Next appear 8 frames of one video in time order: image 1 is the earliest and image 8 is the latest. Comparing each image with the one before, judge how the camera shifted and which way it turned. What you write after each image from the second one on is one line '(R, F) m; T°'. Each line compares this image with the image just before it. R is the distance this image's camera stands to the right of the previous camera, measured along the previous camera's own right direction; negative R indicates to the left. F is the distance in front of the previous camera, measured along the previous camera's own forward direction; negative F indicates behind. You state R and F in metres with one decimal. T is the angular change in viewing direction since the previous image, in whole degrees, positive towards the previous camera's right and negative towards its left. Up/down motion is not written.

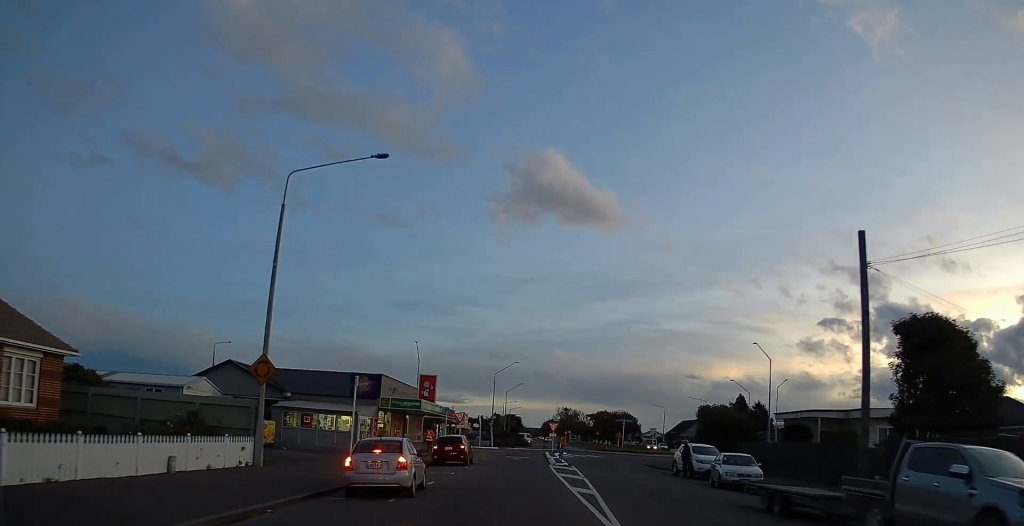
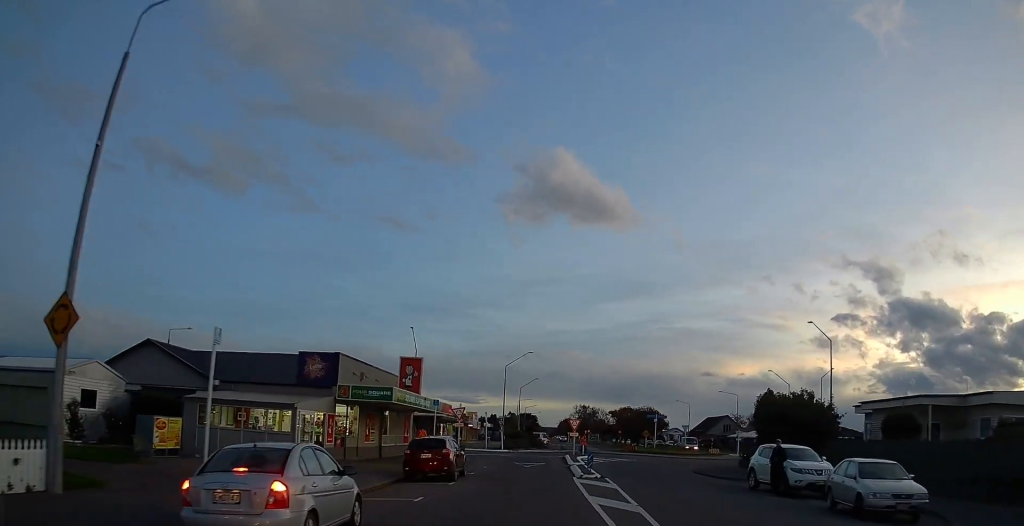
(+0.1, +10.7) m; +1°
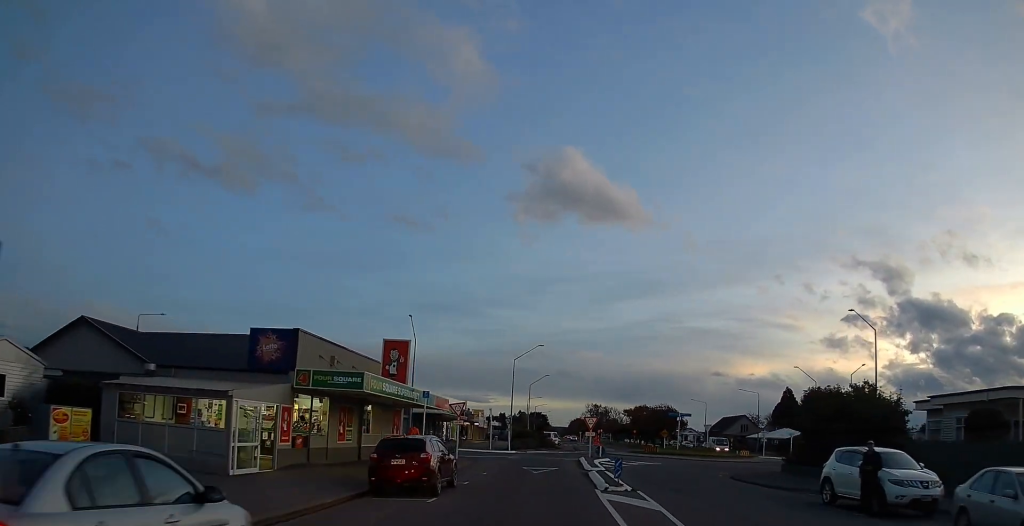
(+0.2, +6.0) m; 0°
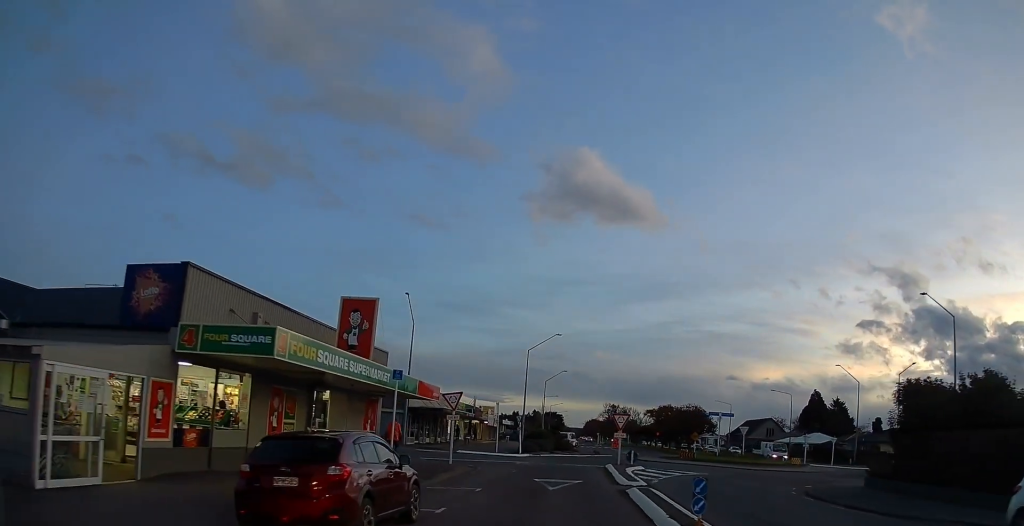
(-0.2, +8.2) m; -4°
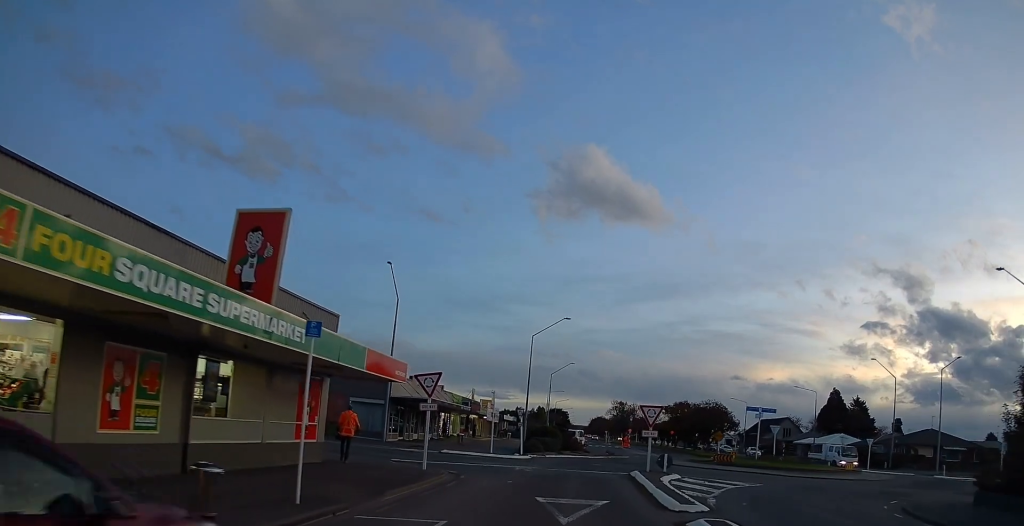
(-0.3, +7.5) m; 0°
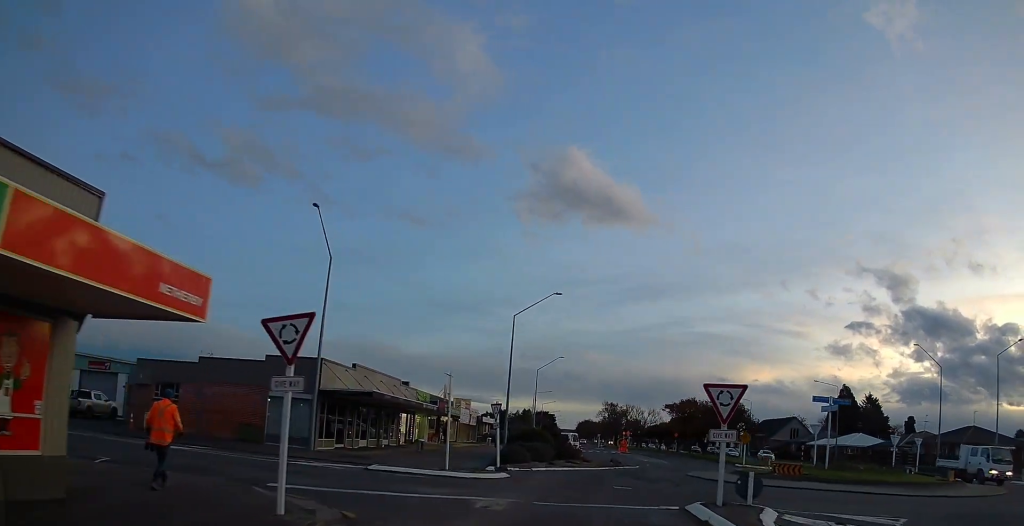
(+0.5, +11.9) m; +1°
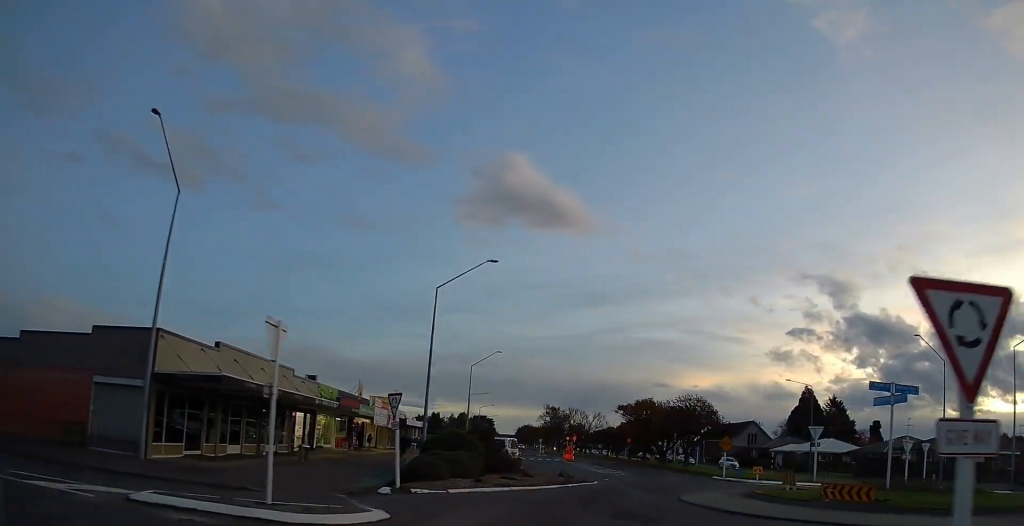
(-0.7, +9.9) m; +4°
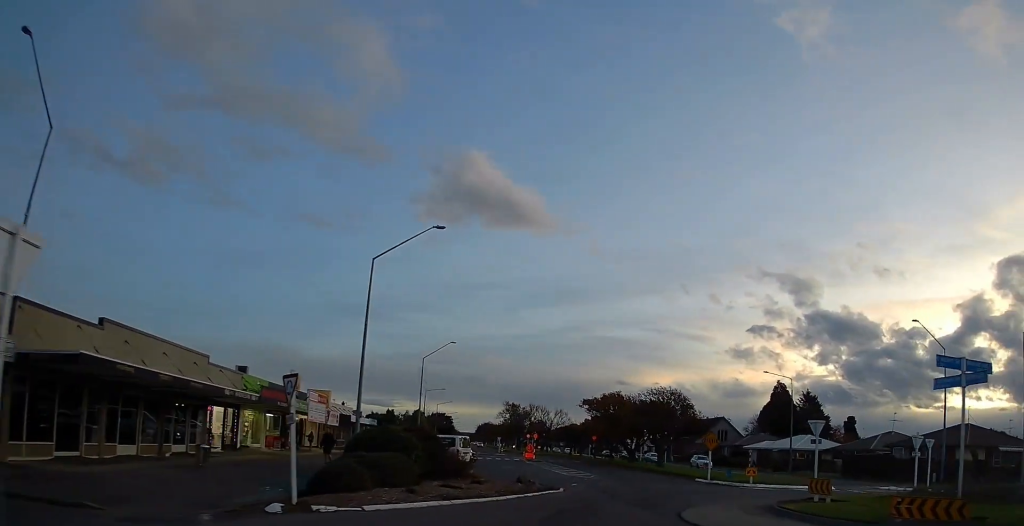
(+0.9, +5.3) m; +8°
